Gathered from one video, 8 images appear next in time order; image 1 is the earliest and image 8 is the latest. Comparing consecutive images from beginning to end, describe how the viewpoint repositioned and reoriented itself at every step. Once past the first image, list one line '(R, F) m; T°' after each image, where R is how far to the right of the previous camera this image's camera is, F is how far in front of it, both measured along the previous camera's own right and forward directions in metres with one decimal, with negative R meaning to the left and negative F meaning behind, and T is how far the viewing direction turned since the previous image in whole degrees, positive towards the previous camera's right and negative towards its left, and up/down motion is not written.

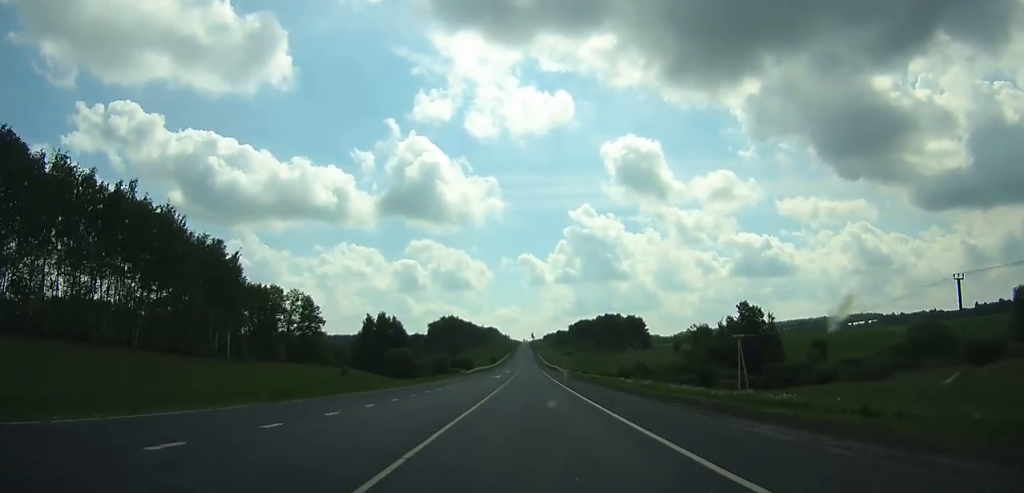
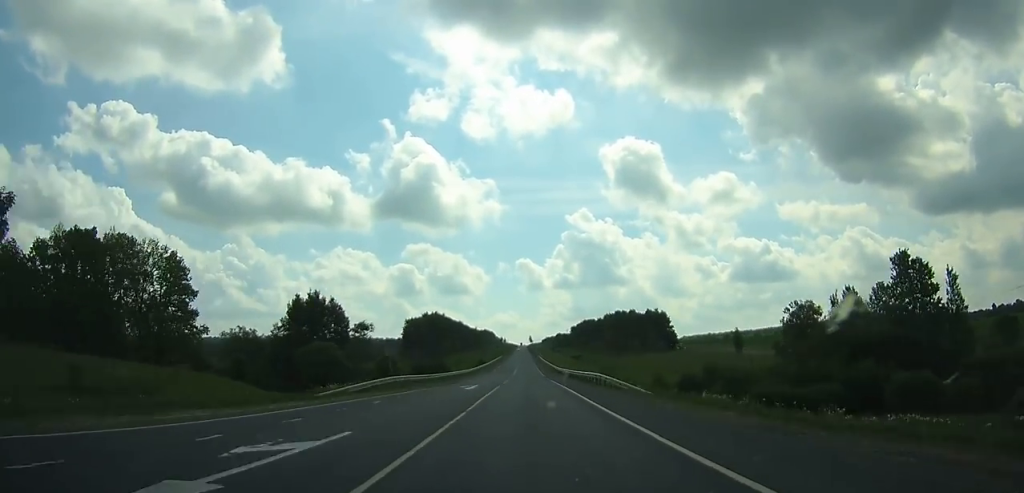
(+0.1, +58.7) m; 0°
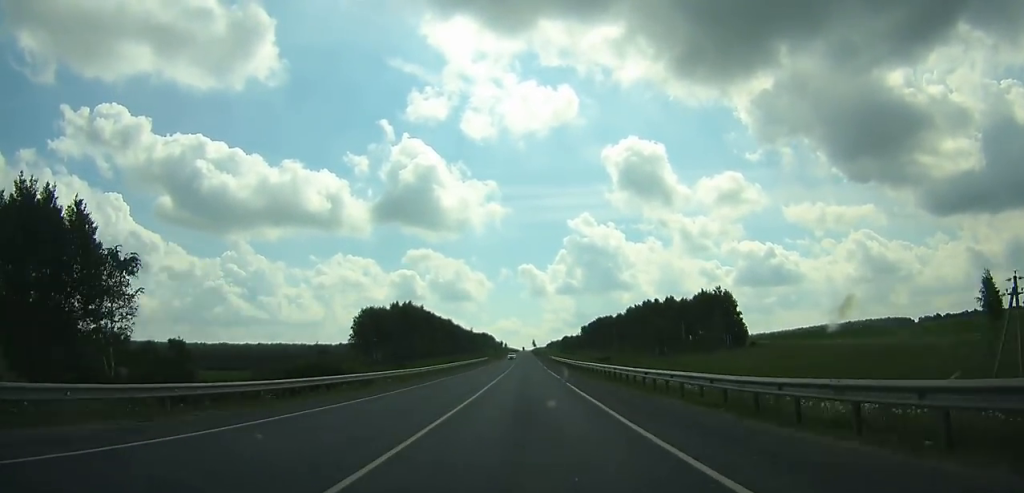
(+0.4, +80.8) m; 0°
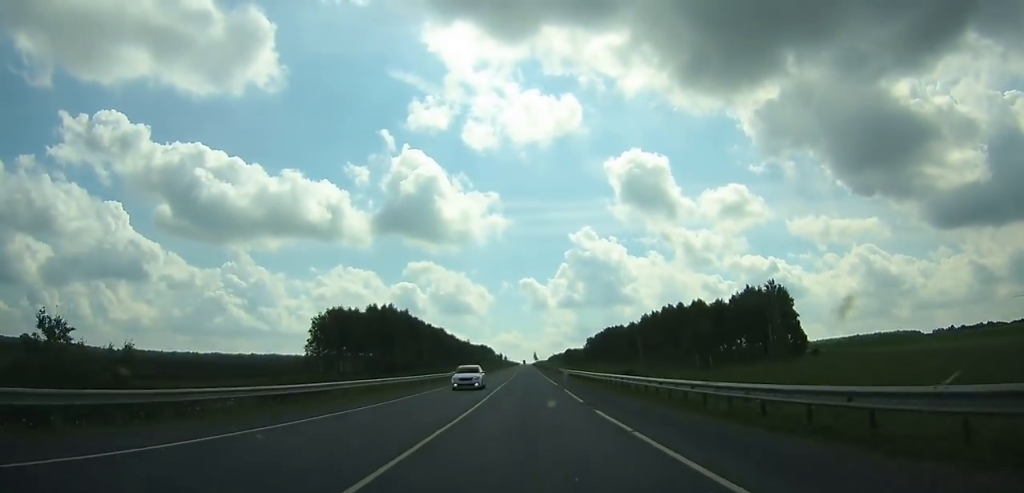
(-0.1, +38.7) m; 0°
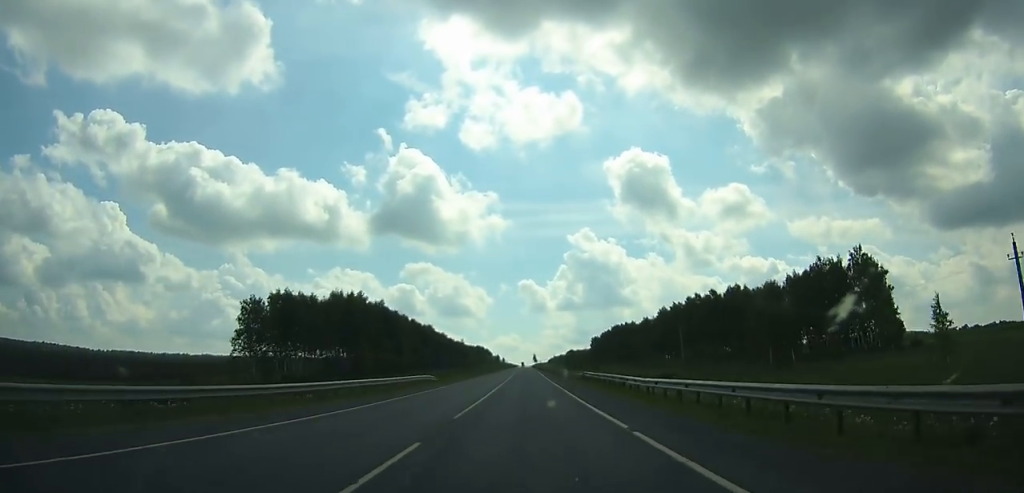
(0.0, +38.7) m; 0°
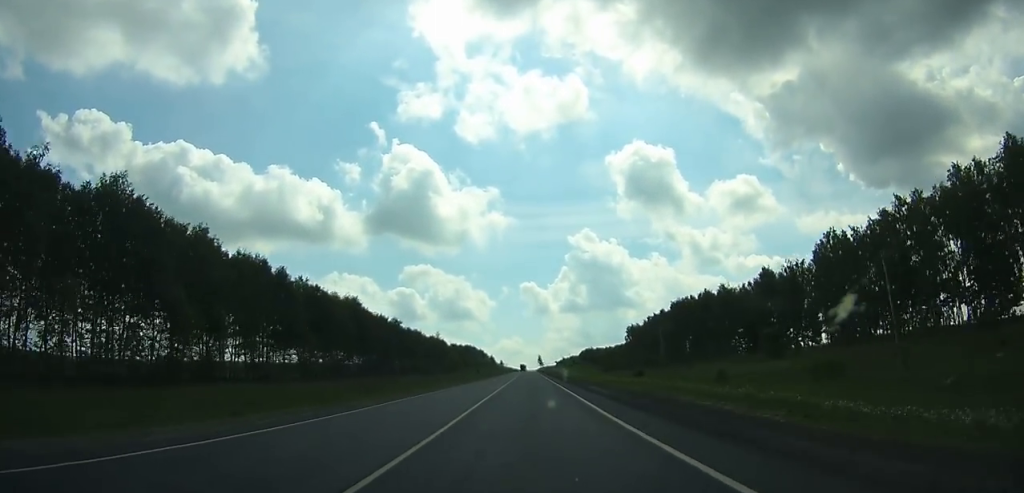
(-0.4, +136.2) m; 0°
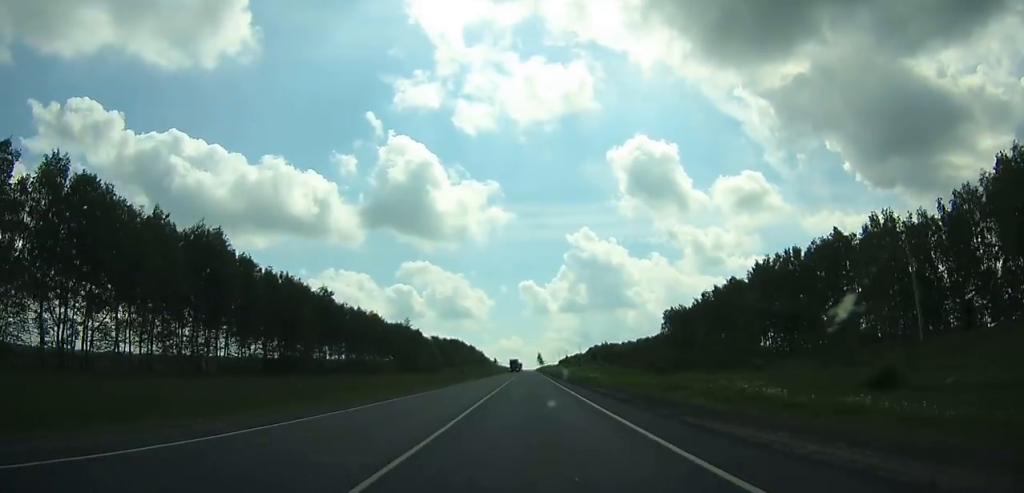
(-0.1, +77.5) m; 0°
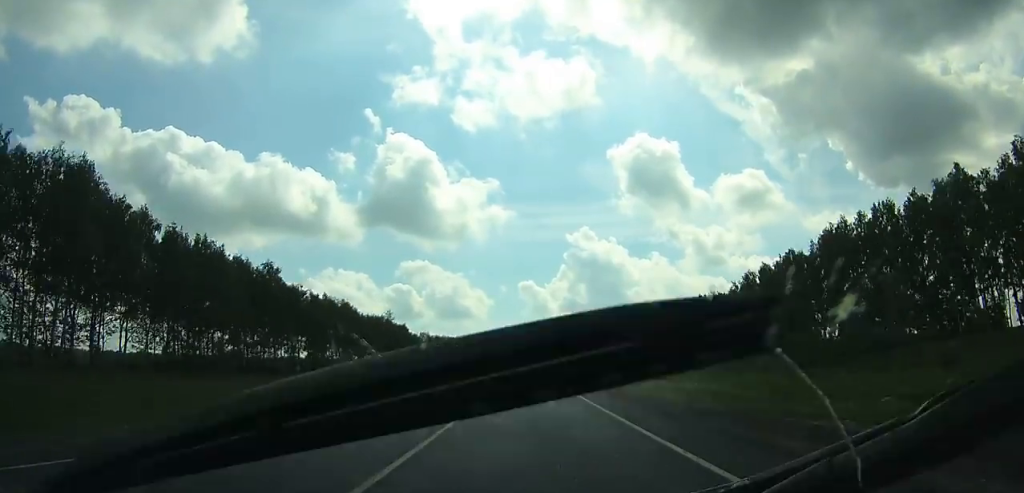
(0.0, +31.8) m; 0°
